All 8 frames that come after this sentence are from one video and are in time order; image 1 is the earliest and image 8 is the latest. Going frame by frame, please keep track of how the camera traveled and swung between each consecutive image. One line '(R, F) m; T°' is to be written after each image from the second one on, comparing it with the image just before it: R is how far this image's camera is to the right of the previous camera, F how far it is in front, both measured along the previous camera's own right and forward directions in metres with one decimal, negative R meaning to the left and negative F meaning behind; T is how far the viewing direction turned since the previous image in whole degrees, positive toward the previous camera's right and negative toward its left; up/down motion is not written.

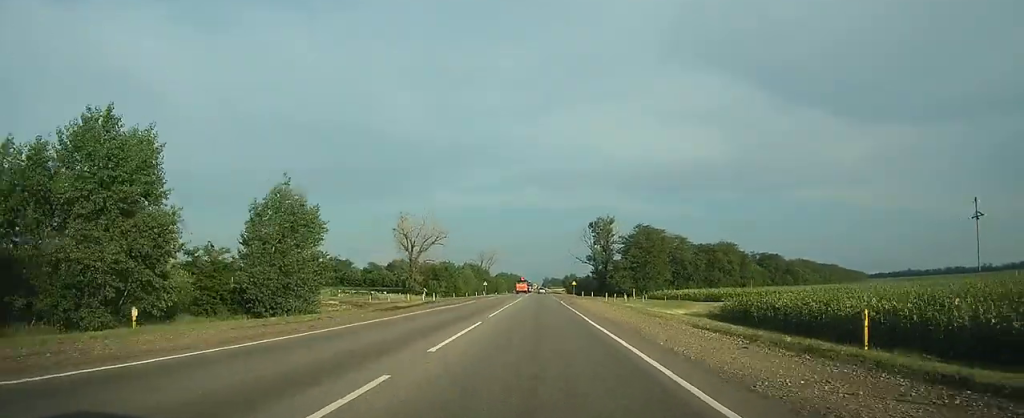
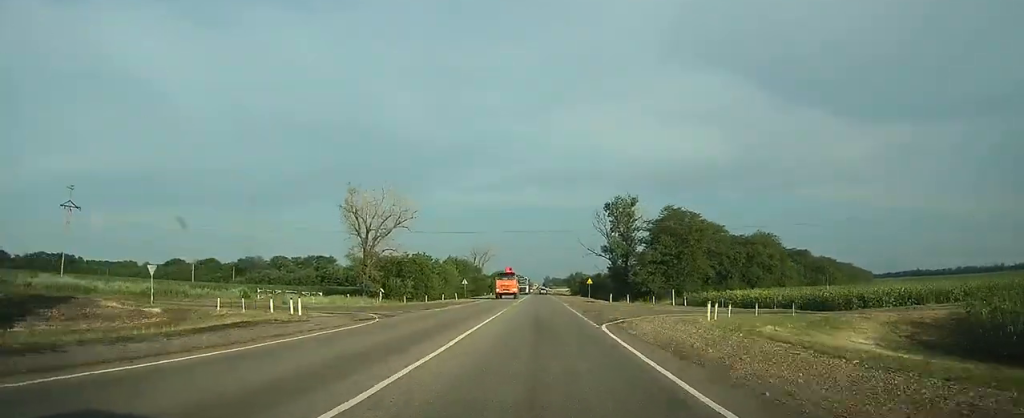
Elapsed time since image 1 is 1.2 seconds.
(0.0, +33.4) m; 0°
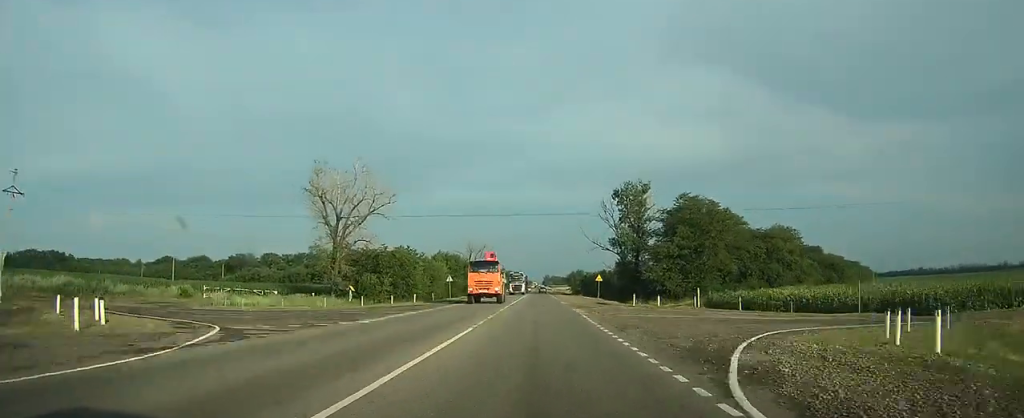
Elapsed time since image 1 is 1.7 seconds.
(0.0, +14.8) m; 0°
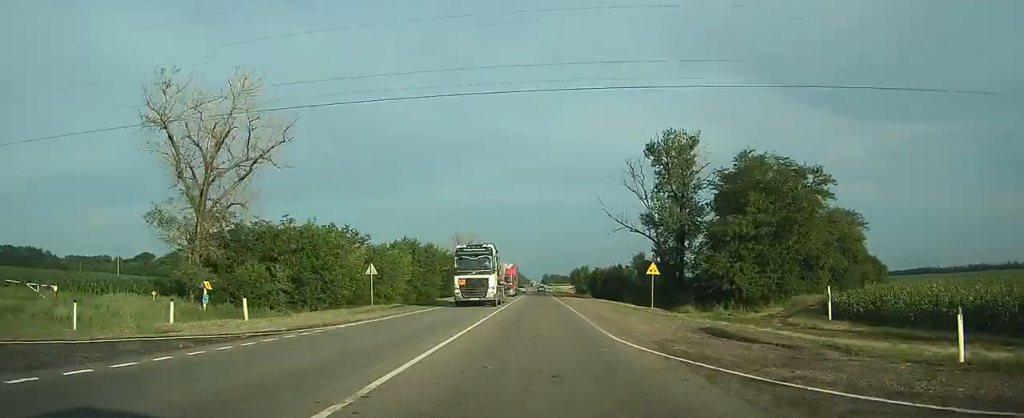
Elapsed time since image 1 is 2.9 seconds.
(+0.1, +38.8) m; 0°
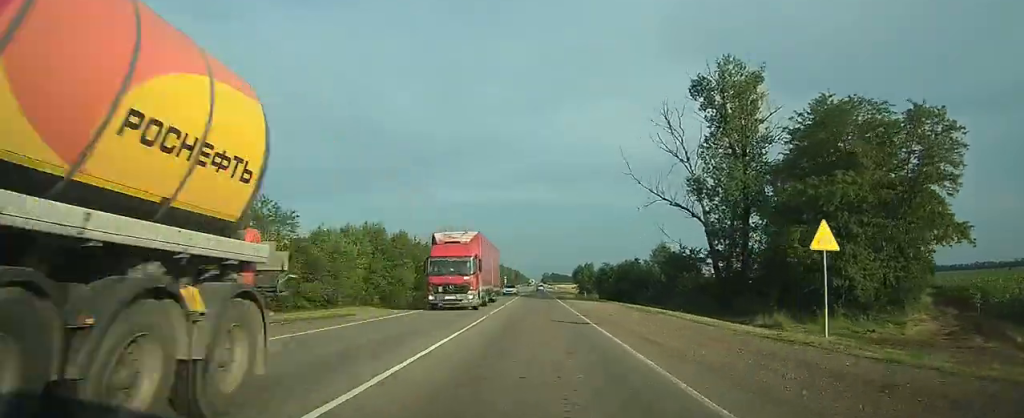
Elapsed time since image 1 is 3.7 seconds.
(0.0, +27.1) m; 0°
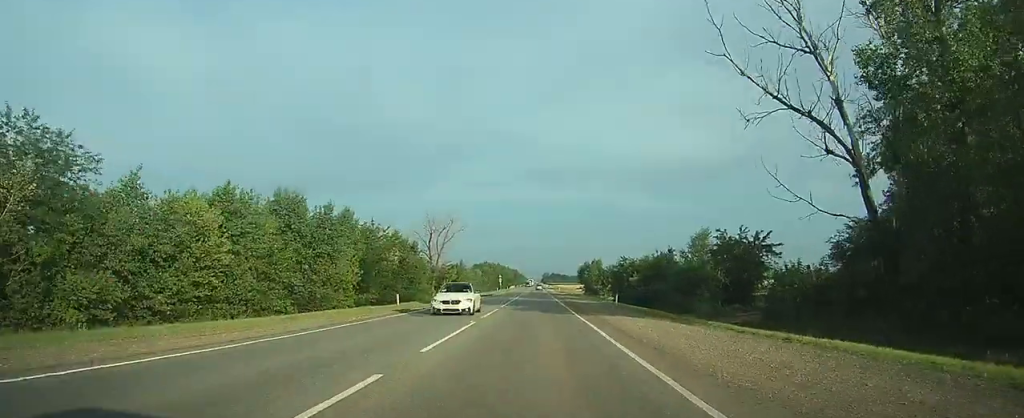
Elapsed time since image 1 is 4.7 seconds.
(0.0, +31.0) m; 0°
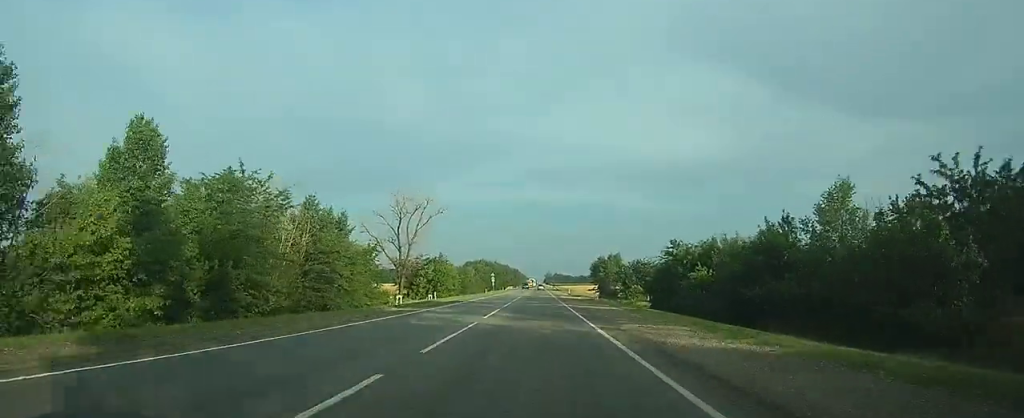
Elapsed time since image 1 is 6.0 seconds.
(+0.1, +37.5) m; 0°
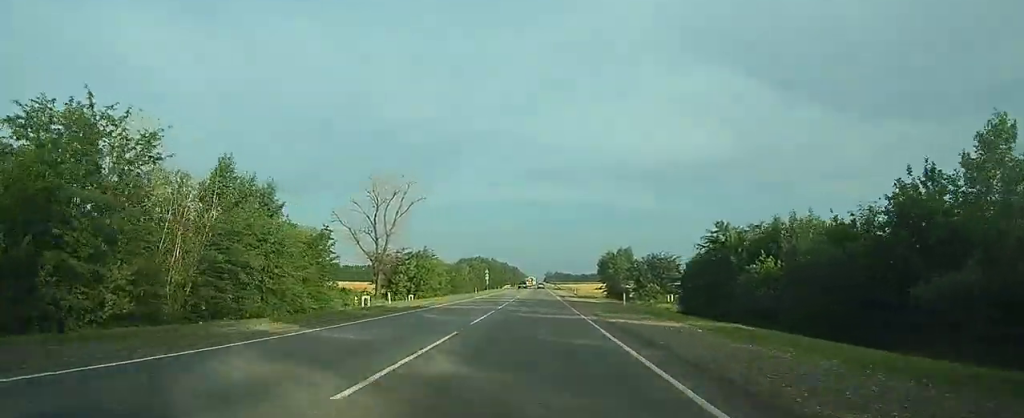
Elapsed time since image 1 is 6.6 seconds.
(0.0, +16.0) m; 0°
